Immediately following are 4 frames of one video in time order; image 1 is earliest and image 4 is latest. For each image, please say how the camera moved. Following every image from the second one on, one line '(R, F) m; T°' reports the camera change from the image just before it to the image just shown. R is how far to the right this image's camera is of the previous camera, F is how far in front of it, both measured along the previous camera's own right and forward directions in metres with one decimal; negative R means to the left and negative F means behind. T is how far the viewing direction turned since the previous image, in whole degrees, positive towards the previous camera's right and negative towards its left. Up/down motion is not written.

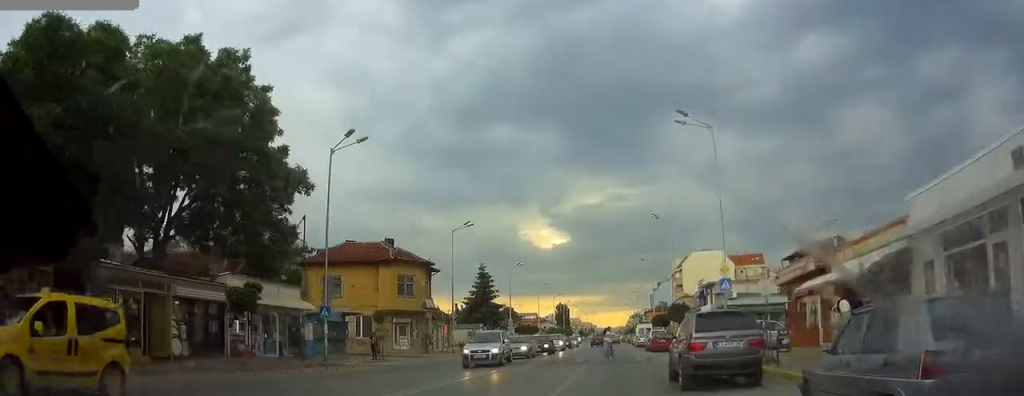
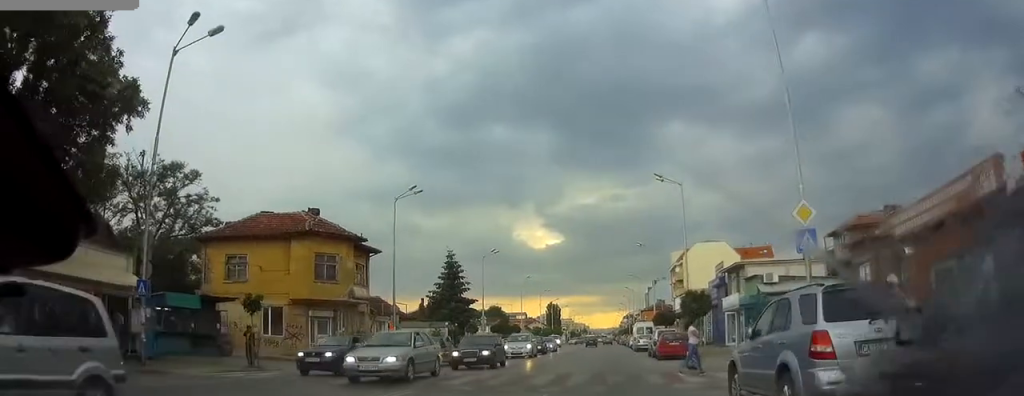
(0.0, +12.9) m; 0°
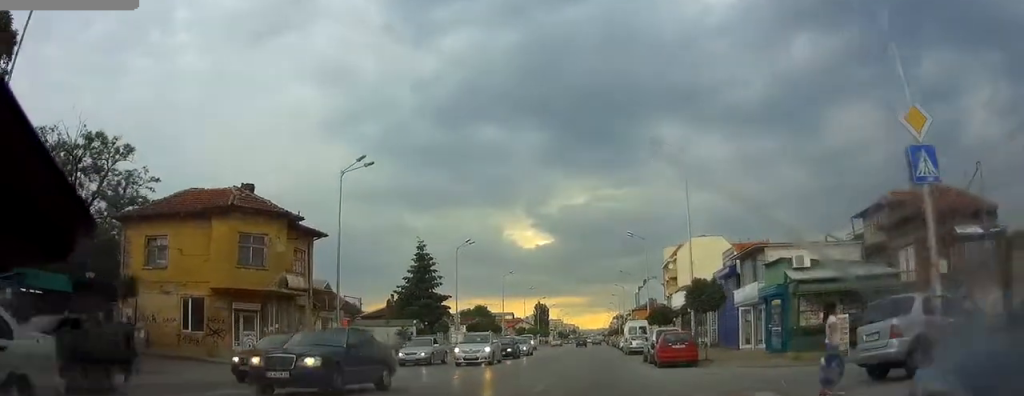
(+0.1, +7.4) m; +2°
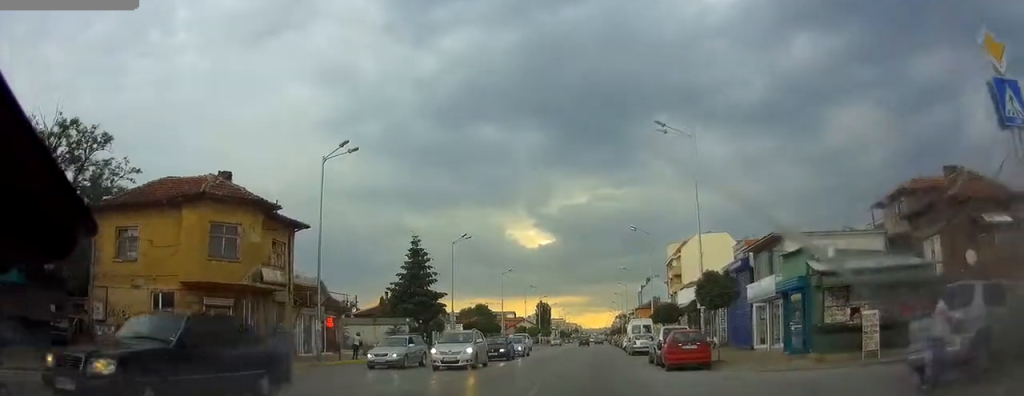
(+0.1, +2.8) m; +1°
